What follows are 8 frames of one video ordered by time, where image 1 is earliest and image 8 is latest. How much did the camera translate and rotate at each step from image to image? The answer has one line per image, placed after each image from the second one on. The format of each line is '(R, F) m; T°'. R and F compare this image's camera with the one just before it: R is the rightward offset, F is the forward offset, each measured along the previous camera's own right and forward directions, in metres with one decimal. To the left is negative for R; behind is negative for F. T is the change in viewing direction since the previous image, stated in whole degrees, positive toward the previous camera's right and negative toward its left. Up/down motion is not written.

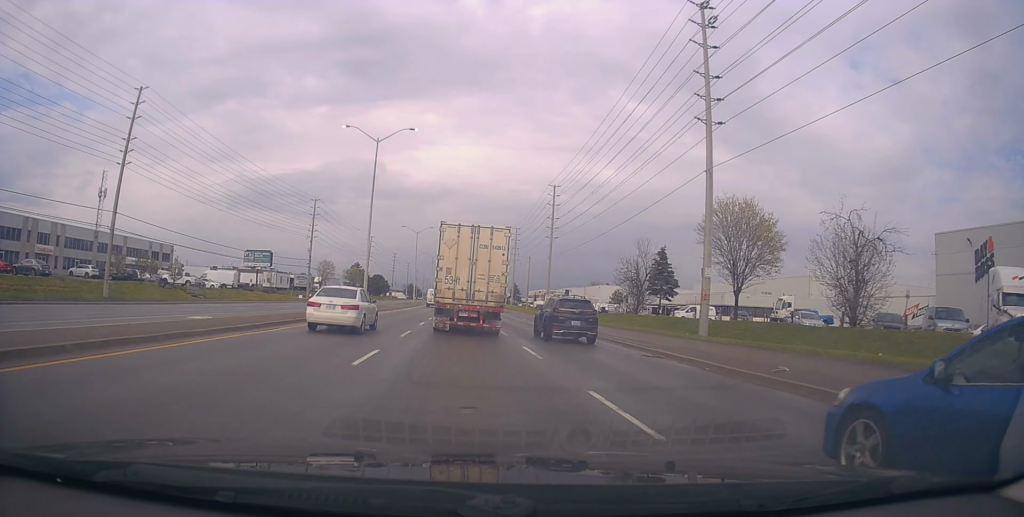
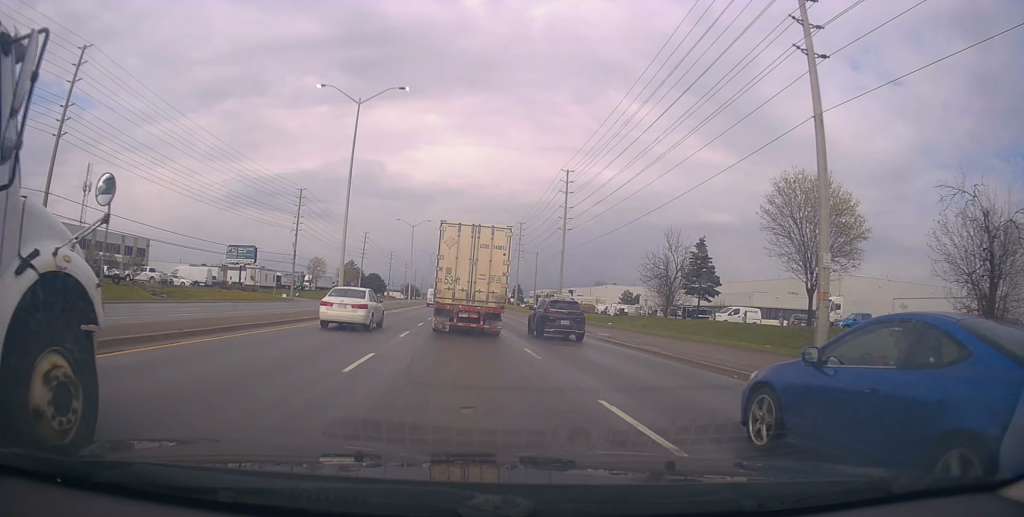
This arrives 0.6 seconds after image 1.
(0.0, +9.0) m; +2°
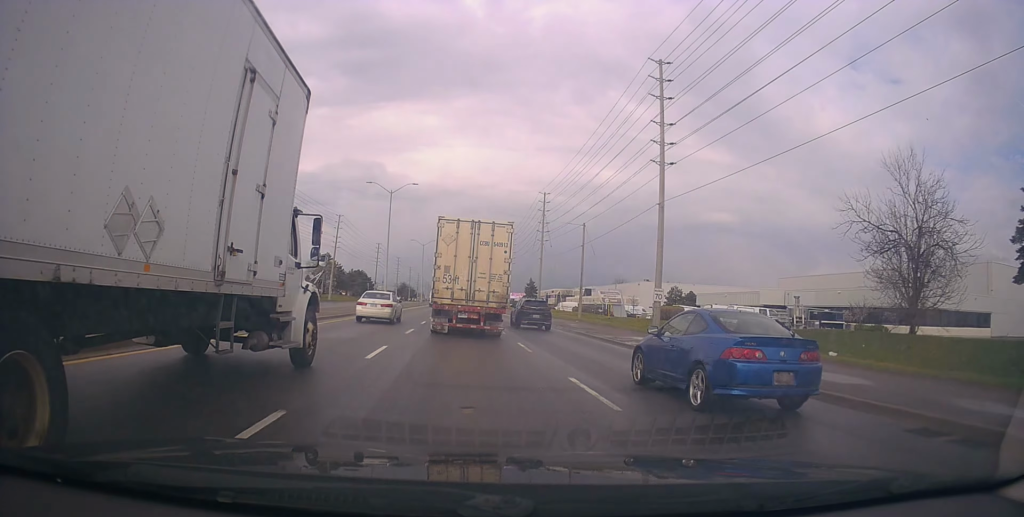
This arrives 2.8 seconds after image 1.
(-1.2, +32.3) m; -3°
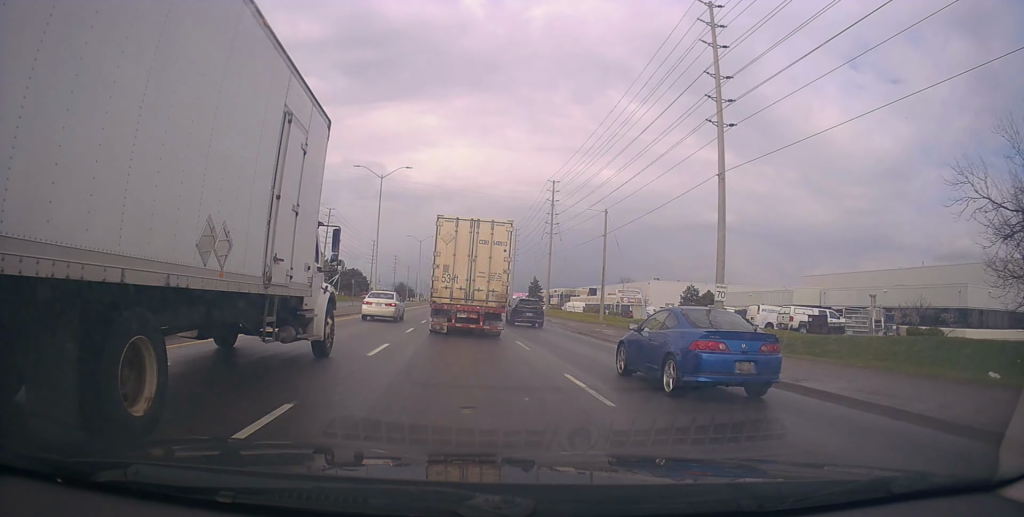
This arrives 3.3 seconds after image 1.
(+0.4, +8.2) m; +2°
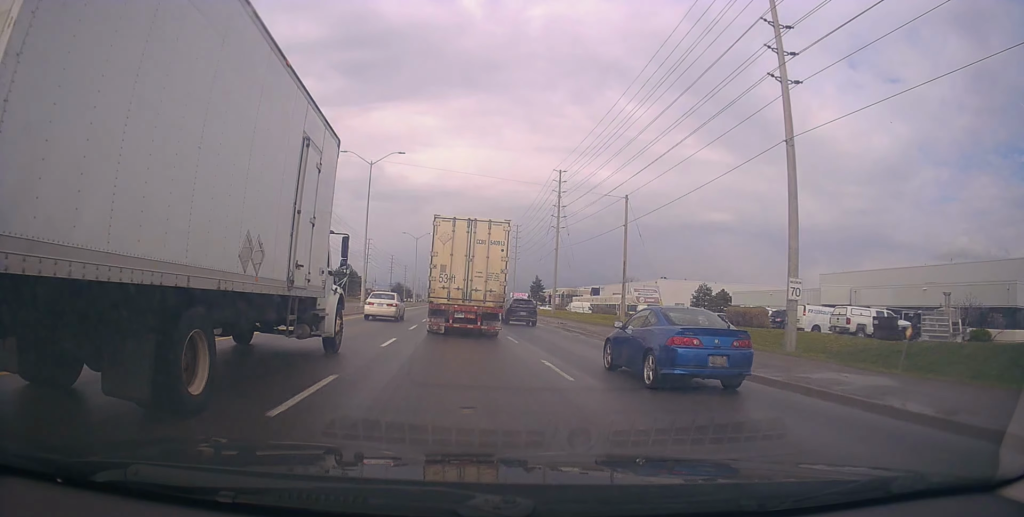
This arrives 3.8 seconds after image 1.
(+0.1, +5.9) m; +1°
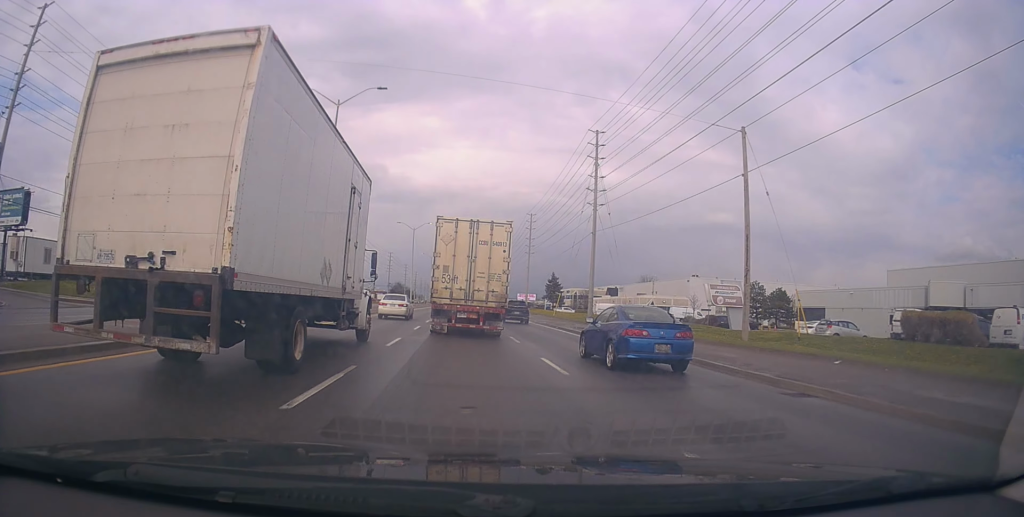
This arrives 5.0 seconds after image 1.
(+0.1, +17.1) m; -1°
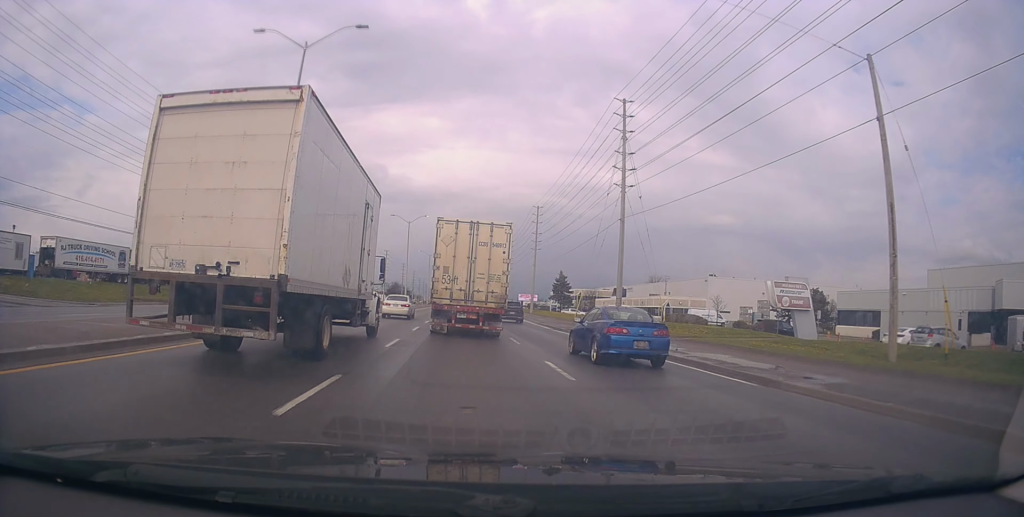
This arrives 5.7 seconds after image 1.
(0.0, +8.9) m; -2°
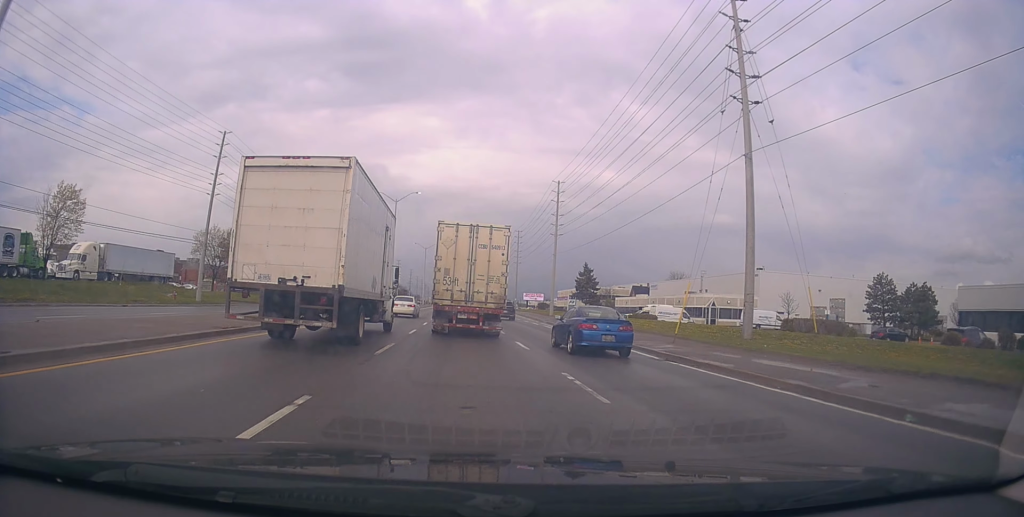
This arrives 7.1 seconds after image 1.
(-0.5, +19.2) m; 0°
